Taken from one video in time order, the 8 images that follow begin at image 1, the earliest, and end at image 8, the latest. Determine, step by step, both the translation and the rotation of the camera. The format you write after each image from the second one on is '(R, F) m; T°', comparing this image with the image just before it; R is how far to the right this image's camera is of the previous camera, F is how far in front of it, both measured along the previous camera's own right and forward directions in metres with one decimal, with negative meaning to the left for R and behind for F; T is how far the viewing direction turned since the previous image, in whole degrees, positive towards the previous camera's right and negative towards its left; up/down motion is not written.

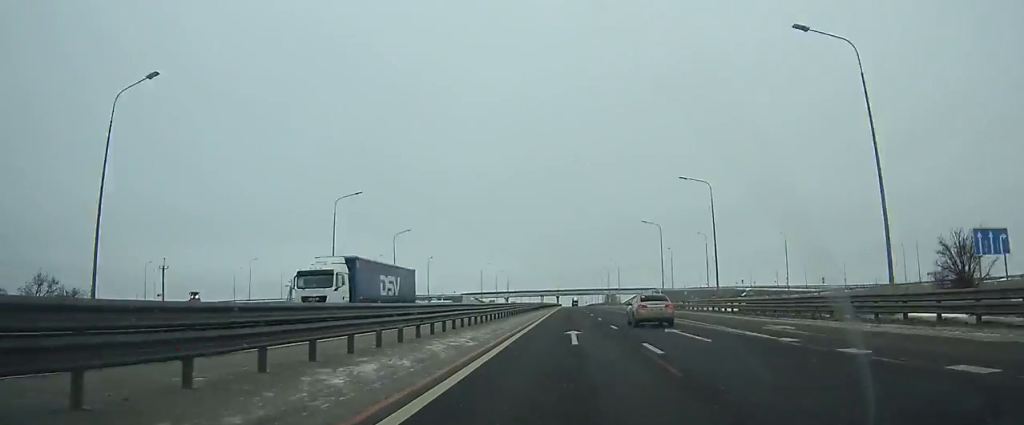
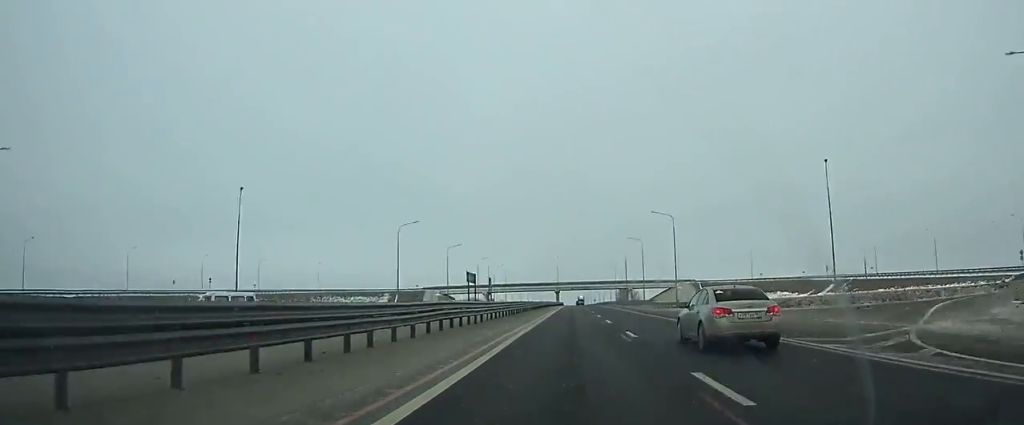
(+0.1, +80.7) m; 0°
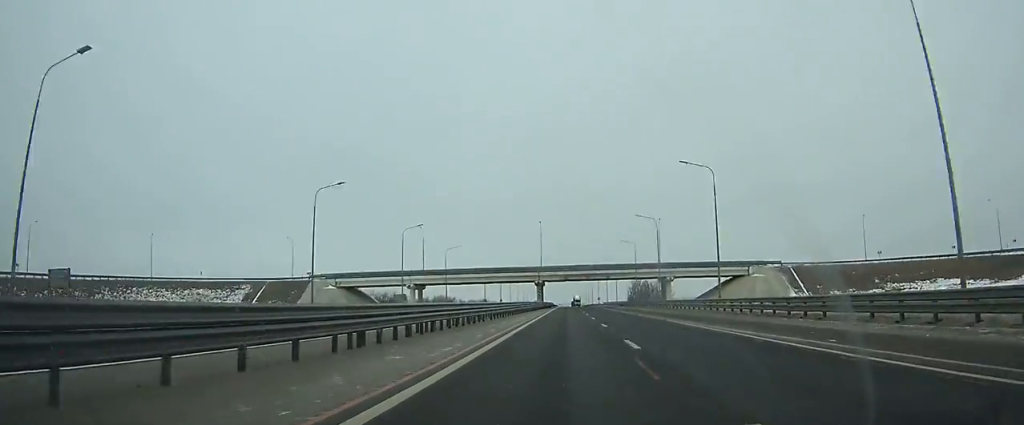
(+0.2, +92.8) m; 0°
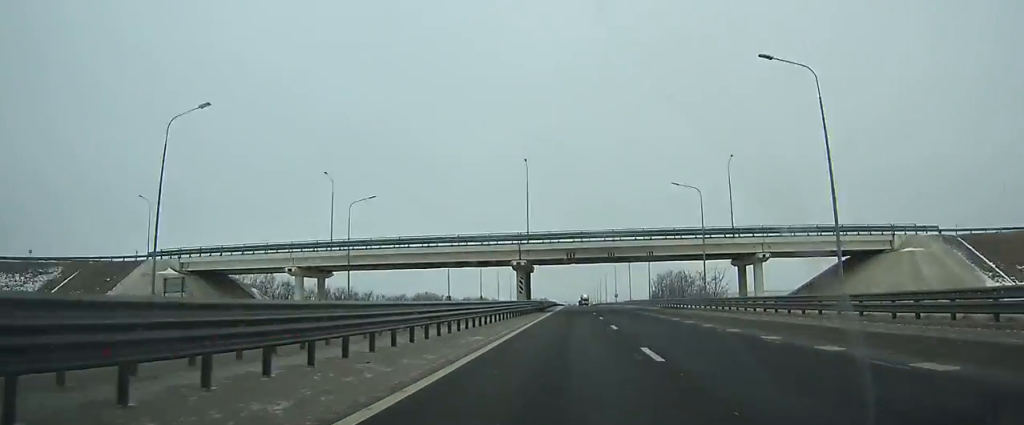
(+0.1, +53.9) m; 0°
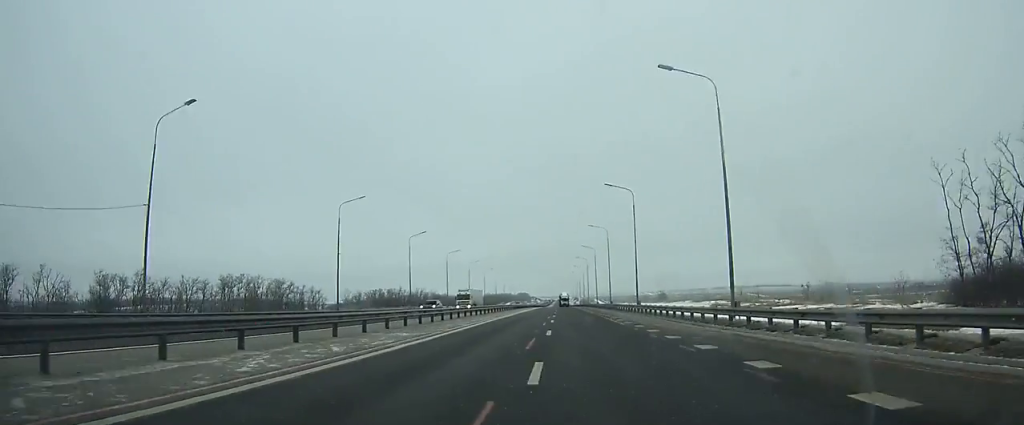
(+1.3, +163.7) m; 0°
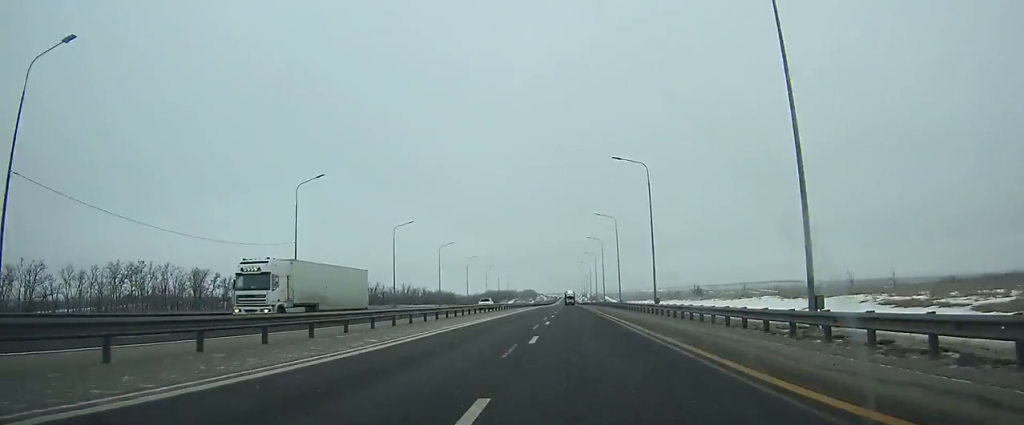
(-0.4, +39.9) m; 0°
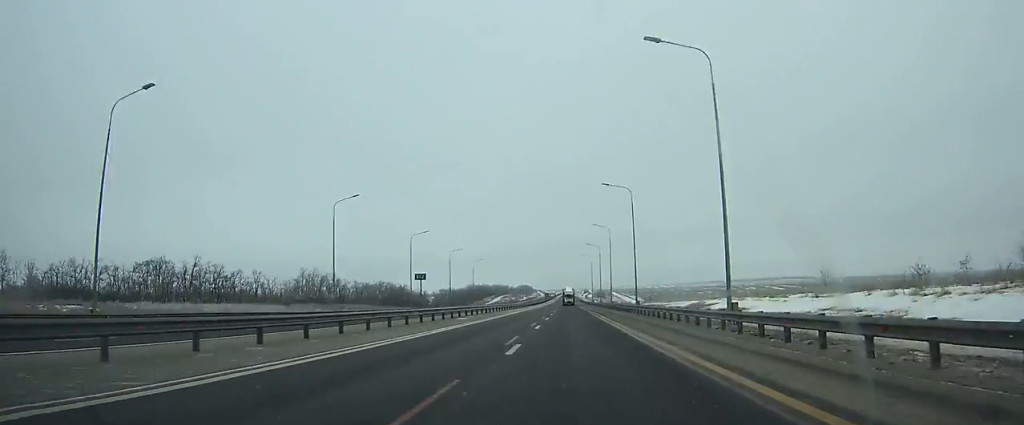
(-0.3, +108.4) m; 0°
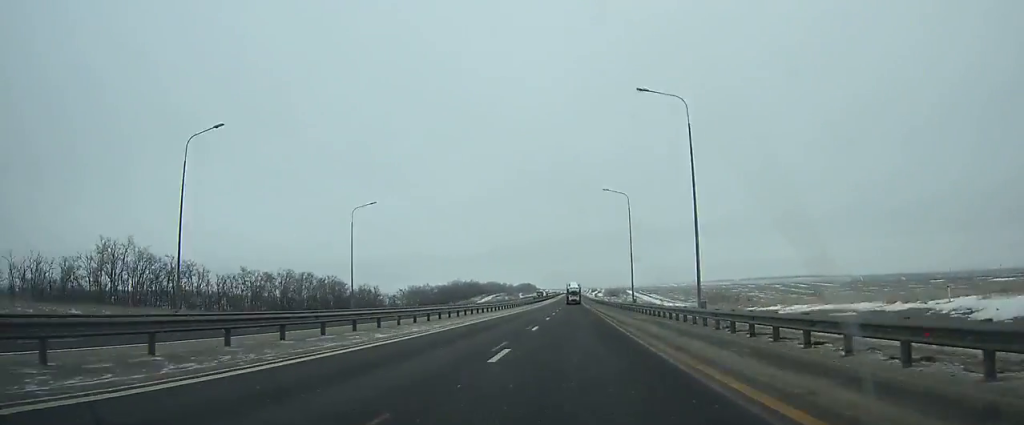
(-0.3, +79.6) m; 0°
